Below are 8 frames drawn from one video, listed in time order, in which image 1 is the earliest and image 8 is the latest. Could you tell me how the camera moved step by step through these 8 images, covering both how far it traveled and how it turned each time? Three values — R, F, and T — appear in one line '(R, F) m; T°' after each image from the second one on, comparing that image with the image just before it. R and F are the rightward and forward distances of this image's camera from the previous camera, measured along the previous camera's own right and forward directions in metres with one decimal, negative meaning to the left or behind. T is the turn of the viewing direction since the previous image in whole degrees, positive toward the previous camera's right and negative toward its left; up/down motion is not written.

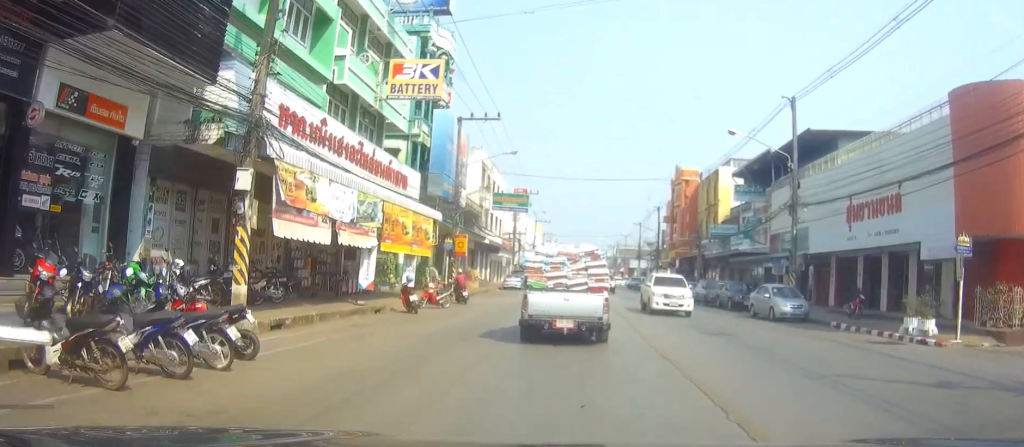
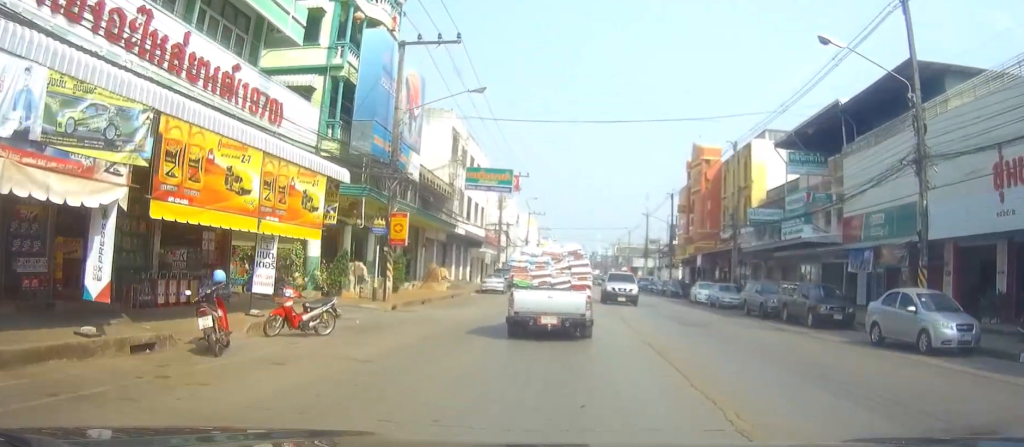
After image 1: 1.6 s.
(+0.1, +13.5) m; +1°
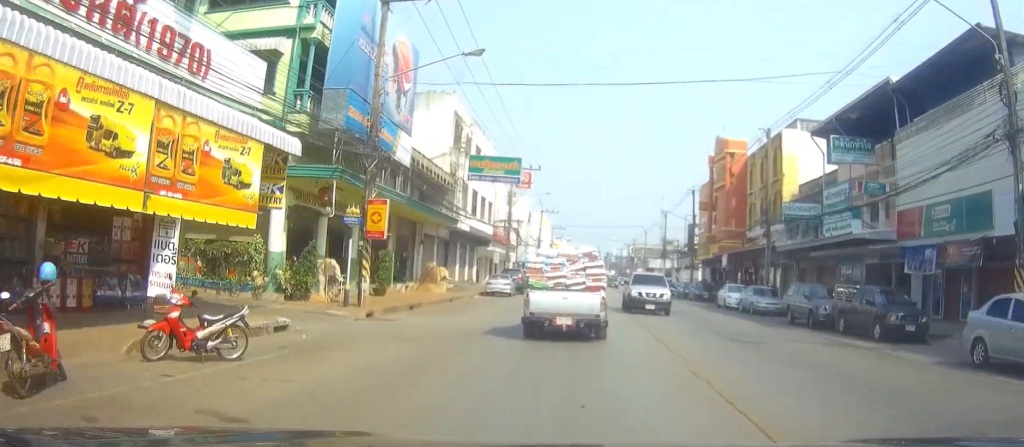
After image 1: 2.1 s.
(0.0, +4.7) m; 0°
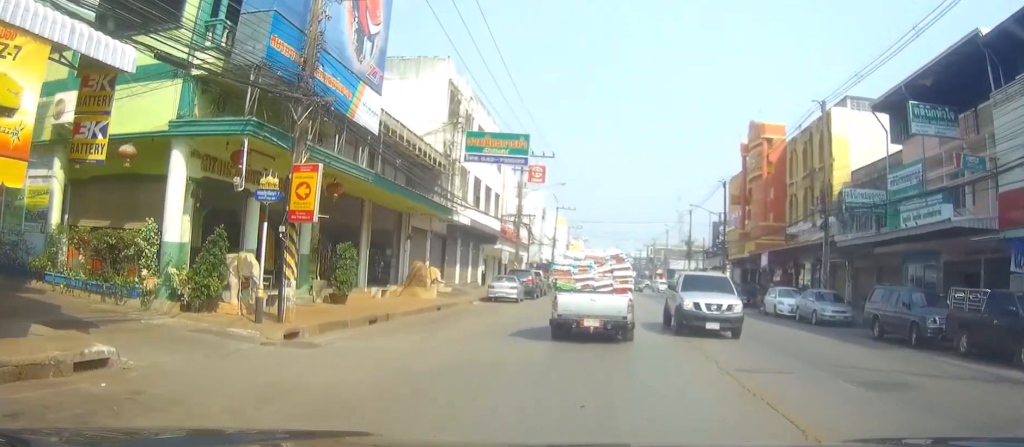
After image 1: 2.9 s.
(0.0, +7.1) m; 0°
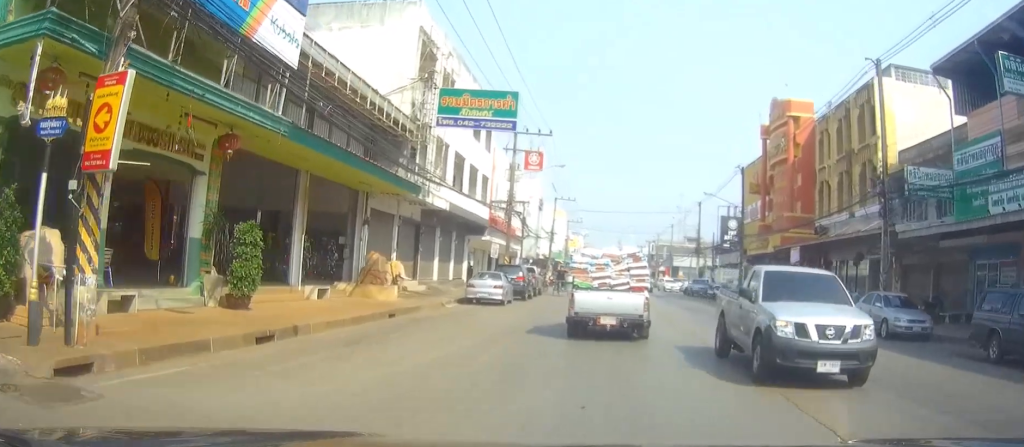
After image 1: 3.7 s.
(+0.1, +6.9) m; 0°
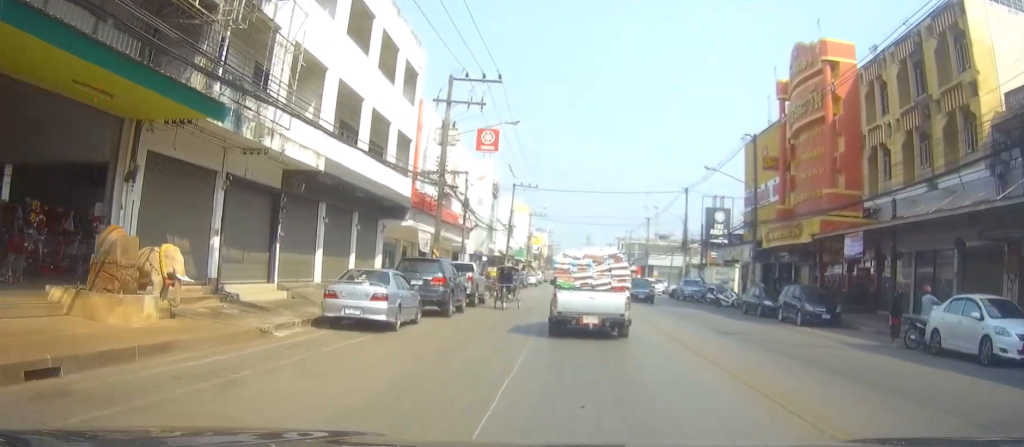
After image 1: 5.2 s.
(0.0, +13.6) m; +1°
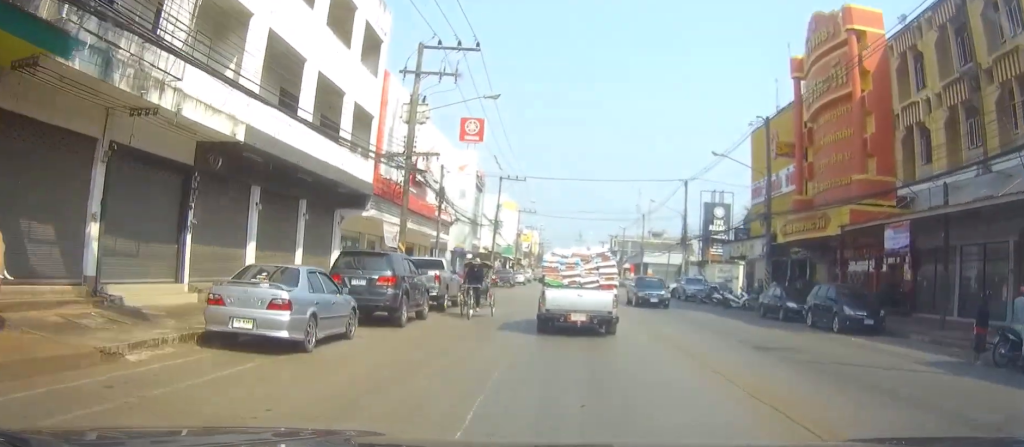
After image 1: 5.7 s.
(0.0, +4.9) m; +1°
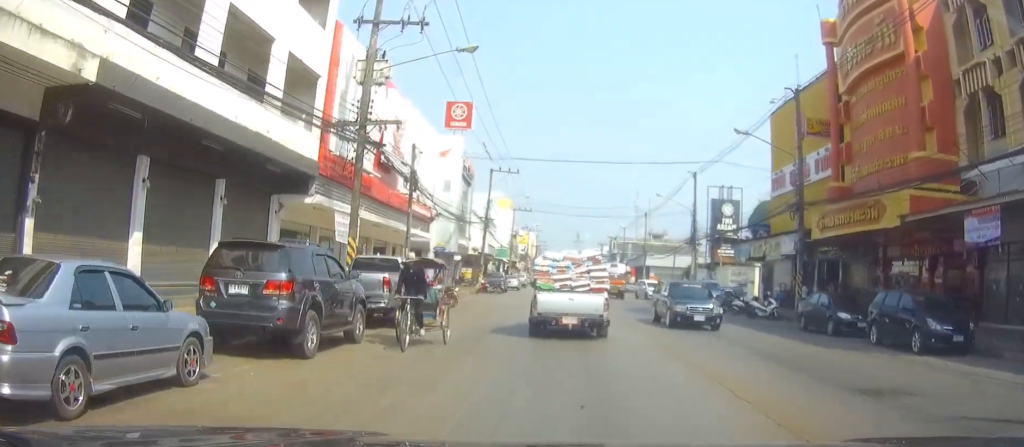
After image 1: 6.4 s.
(+0.1, +6.2) m; +1°
